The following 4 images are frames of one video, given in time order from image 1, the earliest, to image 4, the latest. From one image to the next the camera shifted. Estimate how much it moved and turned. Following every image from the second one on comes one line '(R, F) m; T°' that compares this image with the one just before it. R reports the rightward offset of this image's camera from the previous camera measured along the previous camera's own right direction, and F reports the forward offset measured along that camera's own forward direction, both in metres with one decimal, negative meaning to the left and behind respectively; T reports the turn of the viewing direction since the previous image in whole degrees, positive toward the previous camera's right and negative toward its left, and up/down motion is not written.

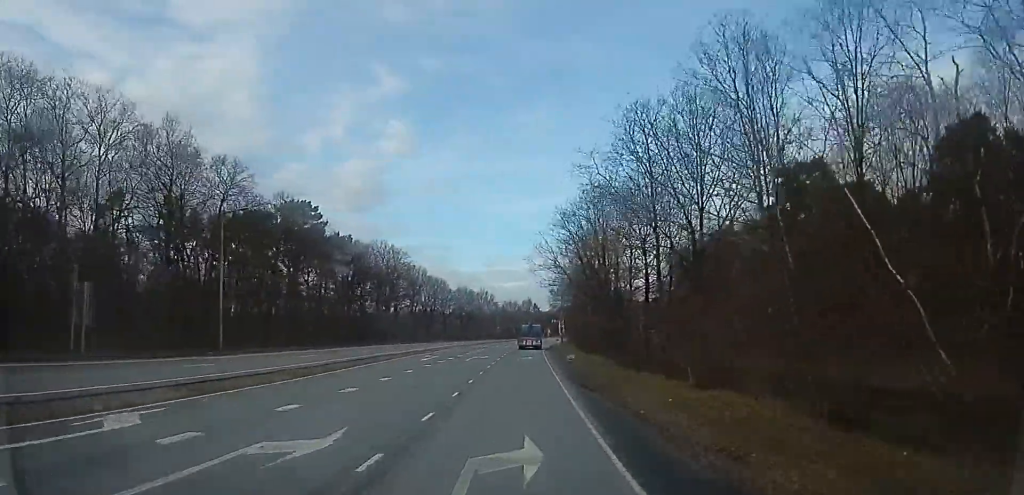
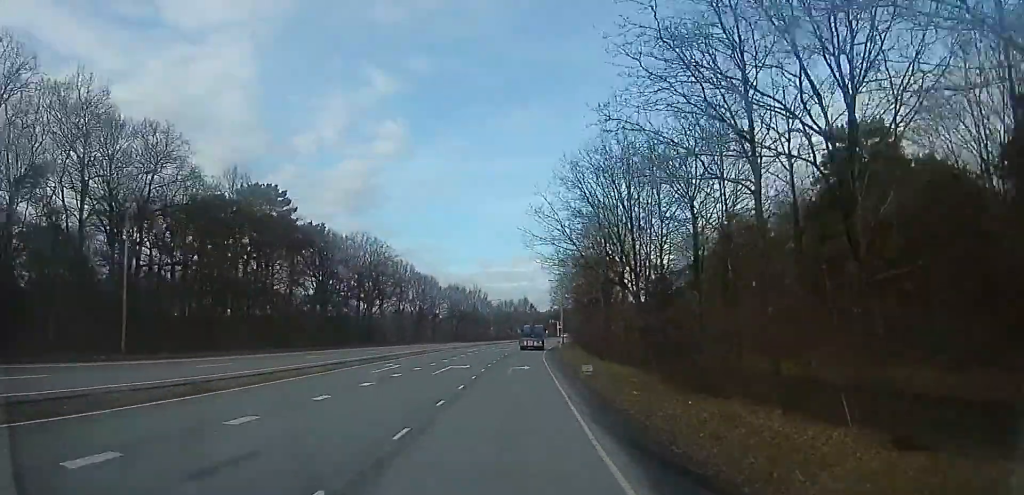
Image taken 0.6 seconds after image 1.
(-0.6, +9.8) m; 0°
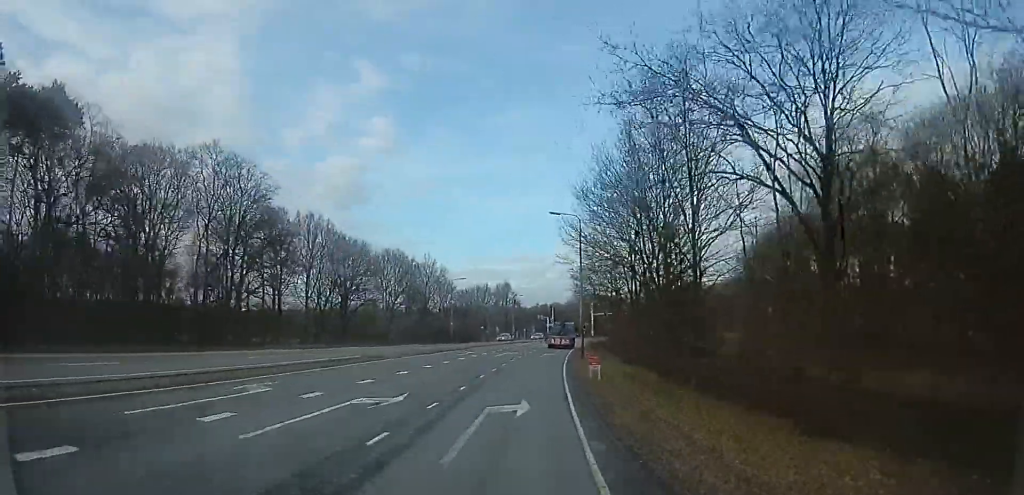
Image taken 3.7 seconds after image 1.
(+2.6, +44.9) m; +6°
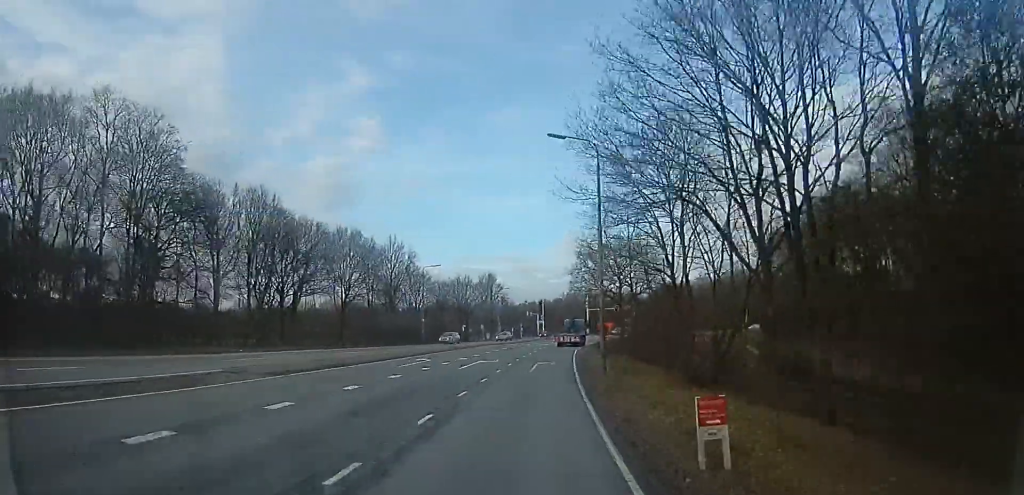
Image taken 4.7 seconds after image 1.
(+0.3, +14.2) m; +2°
